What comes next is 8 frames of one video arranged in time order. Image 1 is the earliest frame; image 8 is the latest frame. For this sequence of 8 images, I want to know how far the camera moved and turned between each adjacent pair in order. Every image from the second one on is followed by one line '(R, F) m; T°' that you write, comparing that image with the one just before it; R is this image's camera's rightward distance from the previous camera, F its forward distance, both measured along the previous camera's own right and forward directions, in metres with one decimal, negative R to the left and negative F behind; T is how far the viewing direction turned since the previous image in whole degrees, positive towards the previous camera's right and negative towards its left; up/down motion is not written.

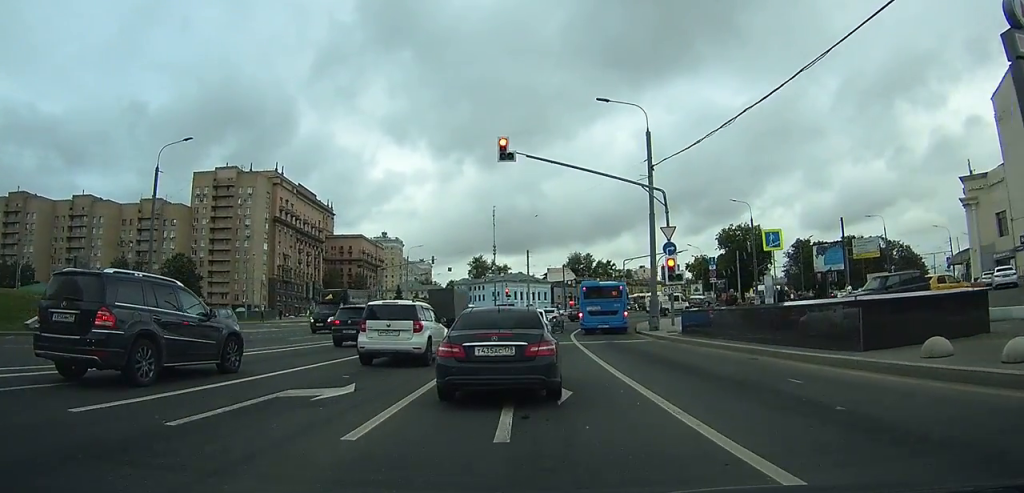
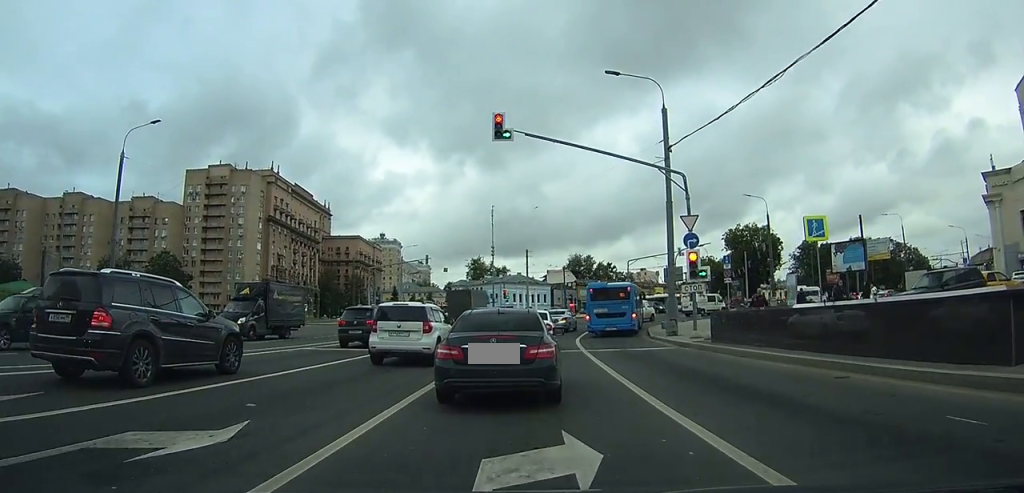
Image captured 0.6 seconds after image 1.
(0.0, +4.5) m; 0°
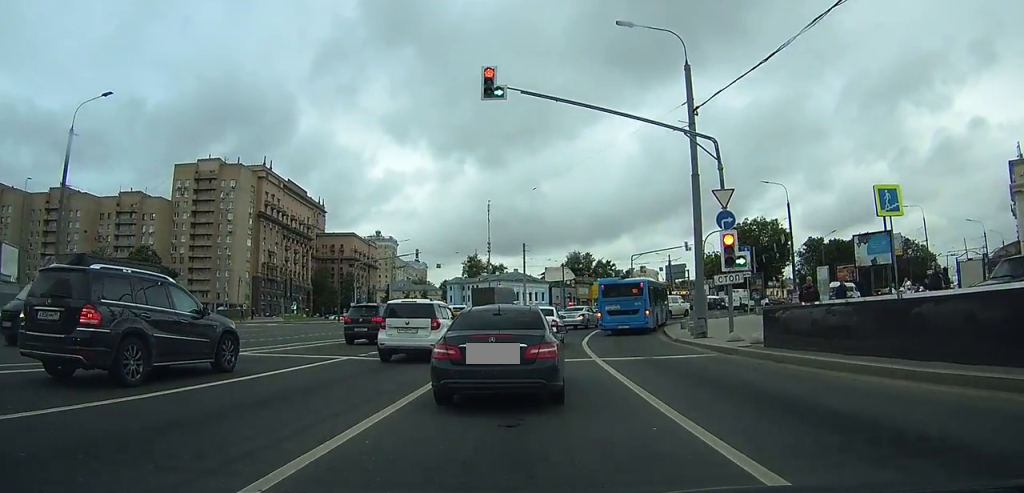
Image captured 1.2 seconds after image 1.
(0.0, +5.1) m; 0°
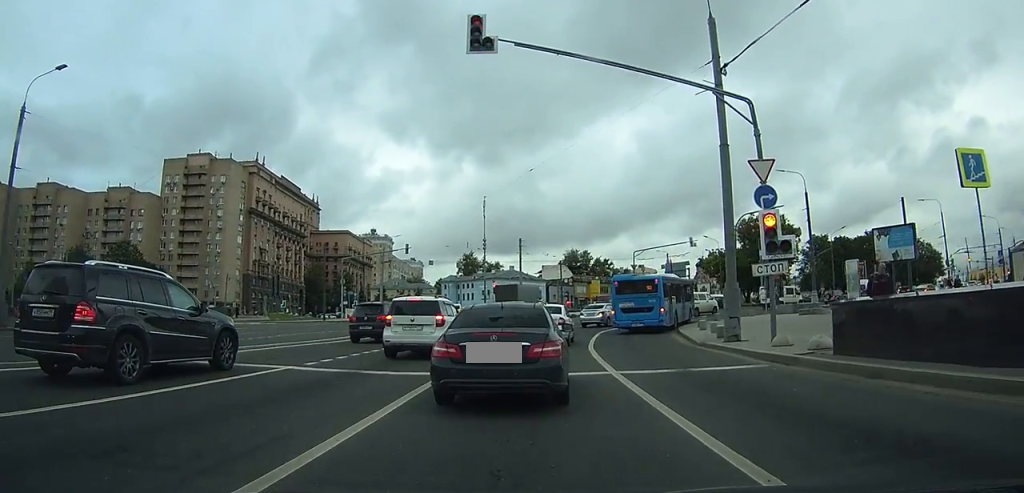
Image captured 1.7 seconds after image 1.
(0.0, +4.0) m; 0°
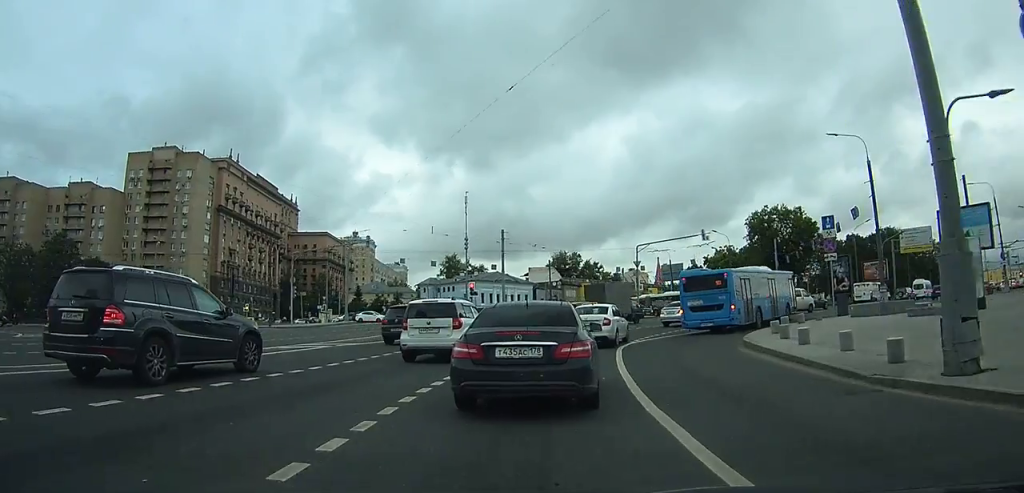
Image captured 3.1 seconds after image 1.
(+0.2, +11.2) m; +2°
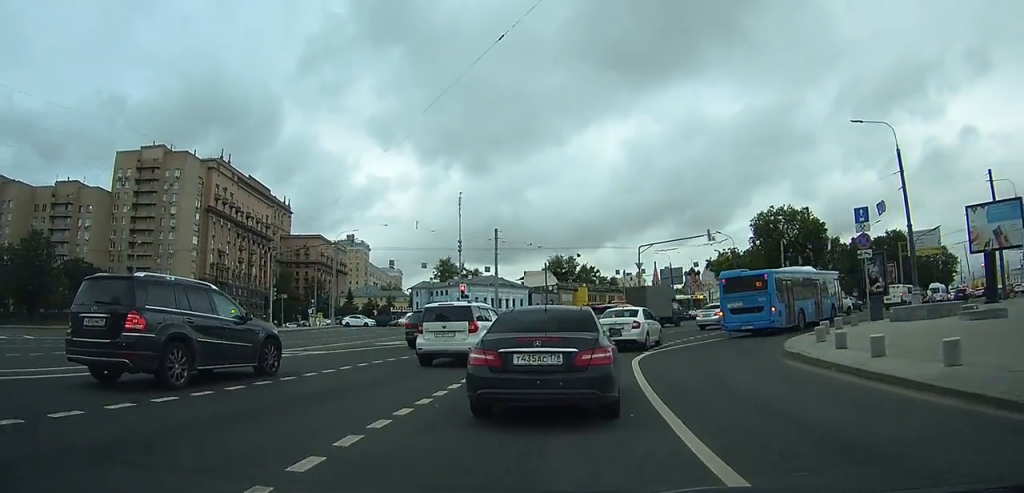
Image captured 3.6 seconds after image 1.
(0.0, +3.7) m; +1°
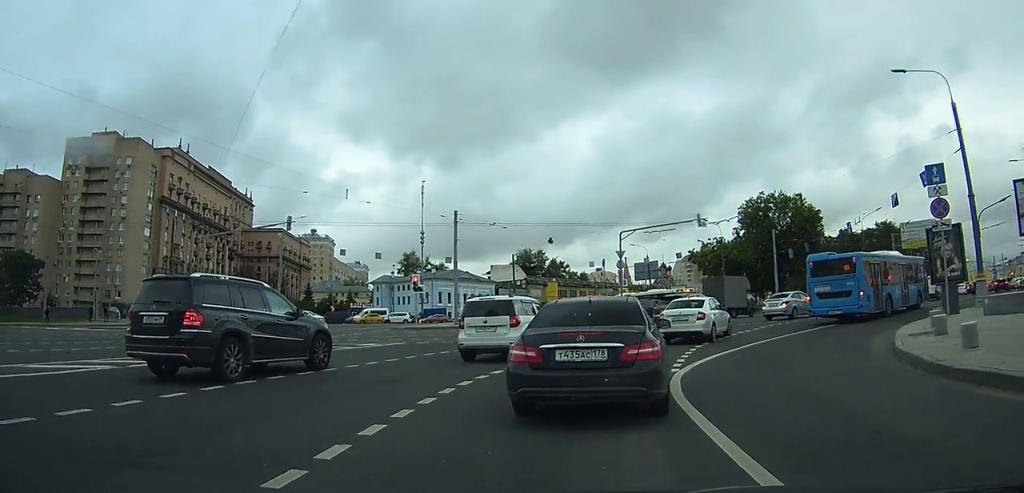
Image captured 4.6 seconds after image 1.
(+0.2, +7.7) m; +4°
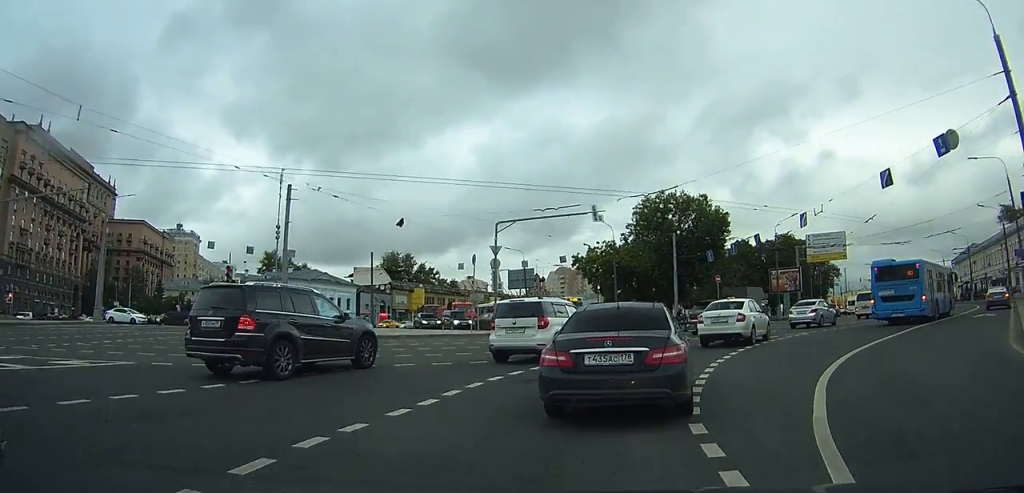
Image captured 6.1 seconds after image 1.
(+0.9, +11.0) m; +11°
